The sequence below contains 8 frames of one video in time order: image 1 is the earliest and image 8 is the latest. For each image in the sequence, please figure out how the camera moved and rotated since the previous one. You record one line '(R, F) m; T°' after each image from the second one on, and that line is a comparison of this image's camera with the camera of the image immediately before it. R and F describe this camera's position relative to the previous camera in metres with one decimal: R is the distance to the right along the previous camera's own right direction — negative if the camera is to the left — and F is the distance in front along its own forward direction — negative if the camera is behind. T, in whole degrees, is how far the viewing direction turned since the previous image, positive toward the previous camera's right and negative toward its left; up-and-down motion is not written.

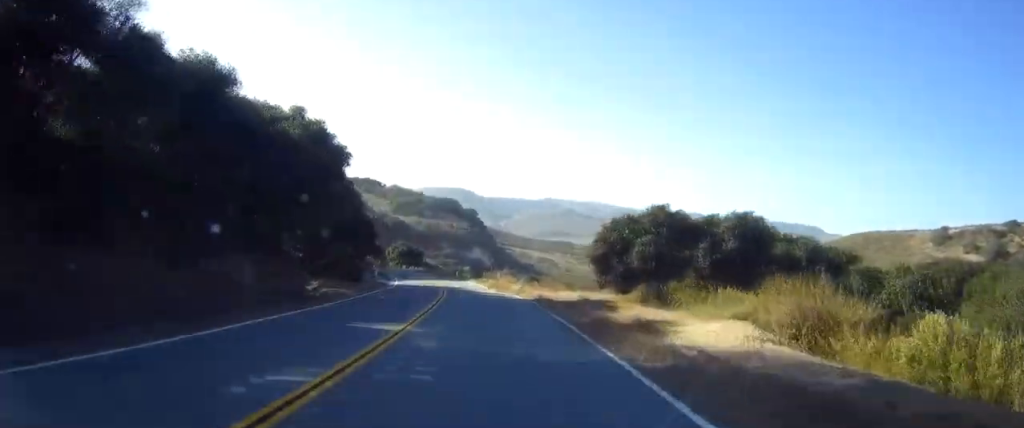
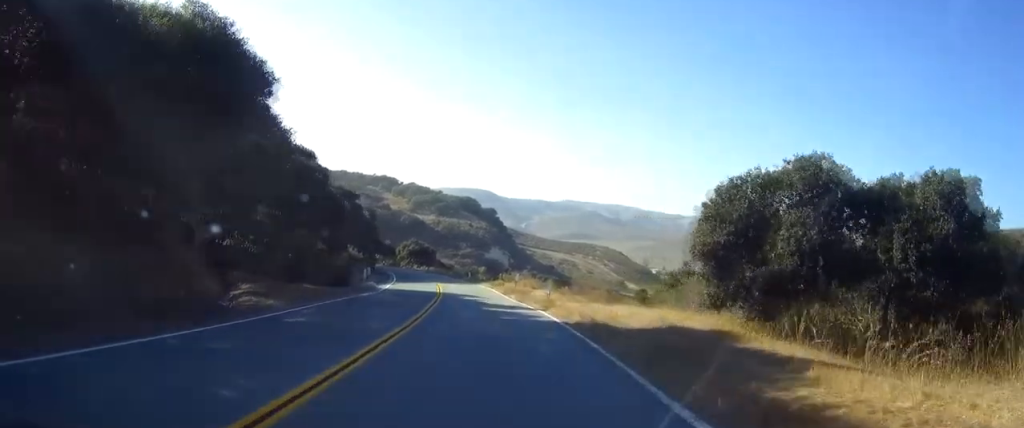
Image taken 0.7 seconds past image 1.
(-0.1, +12.9) m; -1°
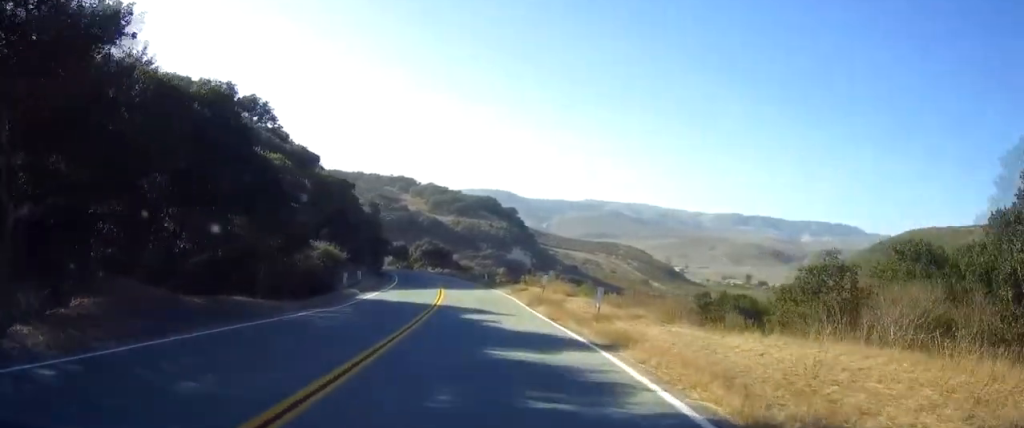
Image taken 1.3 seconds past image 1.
(-0.1, +12.3) m; -1°
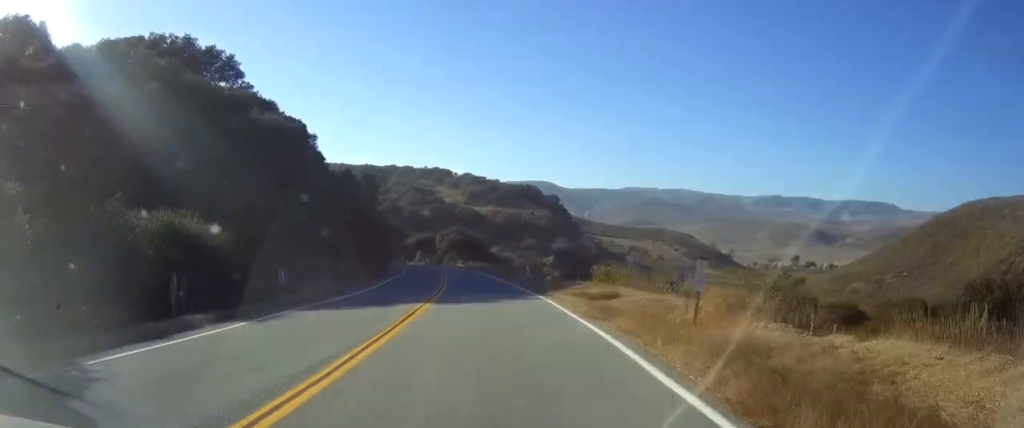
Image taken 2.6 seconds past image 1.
(-0.4, +25.0) m; -2°
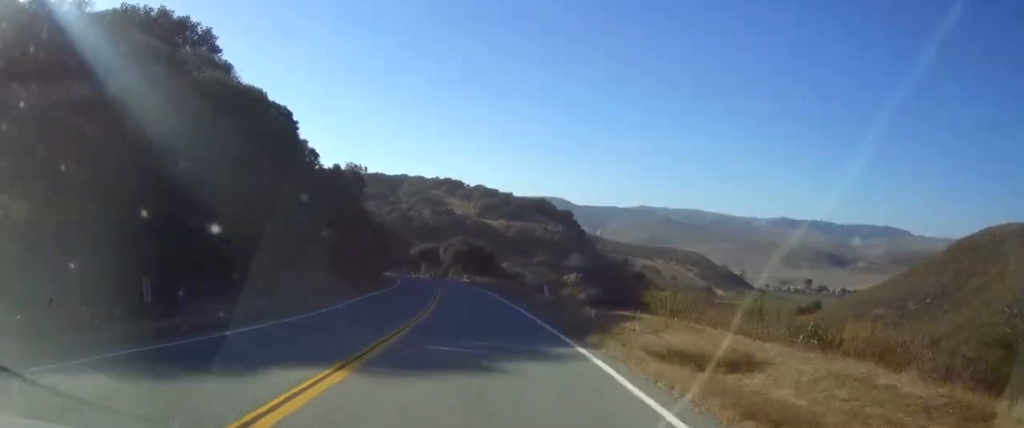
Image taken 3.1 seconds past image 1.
(+0.1, +11.2) m; -2°
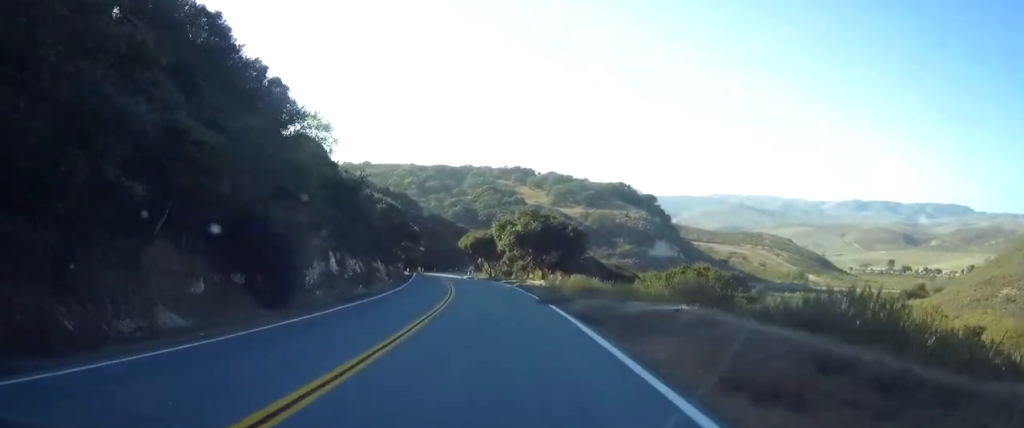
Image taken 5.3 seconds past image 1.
(-3.1, +41.9) m; -8°
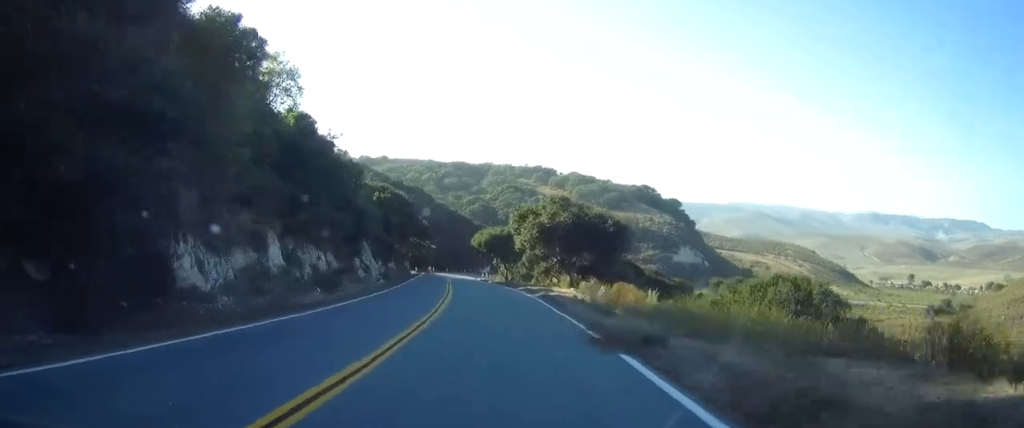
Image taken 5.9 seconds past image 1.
(-0.3, +12.7) m; -2°
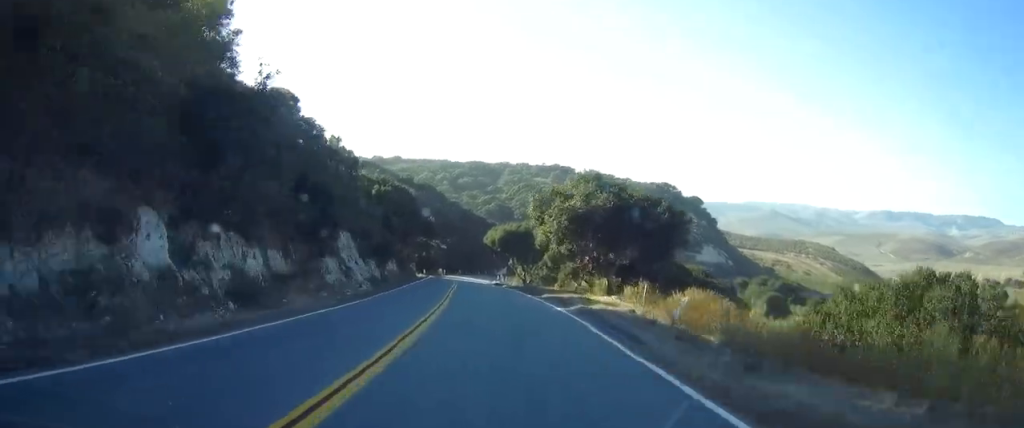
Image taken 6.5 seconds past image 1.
(-0.1, +11.3) m; -2°
